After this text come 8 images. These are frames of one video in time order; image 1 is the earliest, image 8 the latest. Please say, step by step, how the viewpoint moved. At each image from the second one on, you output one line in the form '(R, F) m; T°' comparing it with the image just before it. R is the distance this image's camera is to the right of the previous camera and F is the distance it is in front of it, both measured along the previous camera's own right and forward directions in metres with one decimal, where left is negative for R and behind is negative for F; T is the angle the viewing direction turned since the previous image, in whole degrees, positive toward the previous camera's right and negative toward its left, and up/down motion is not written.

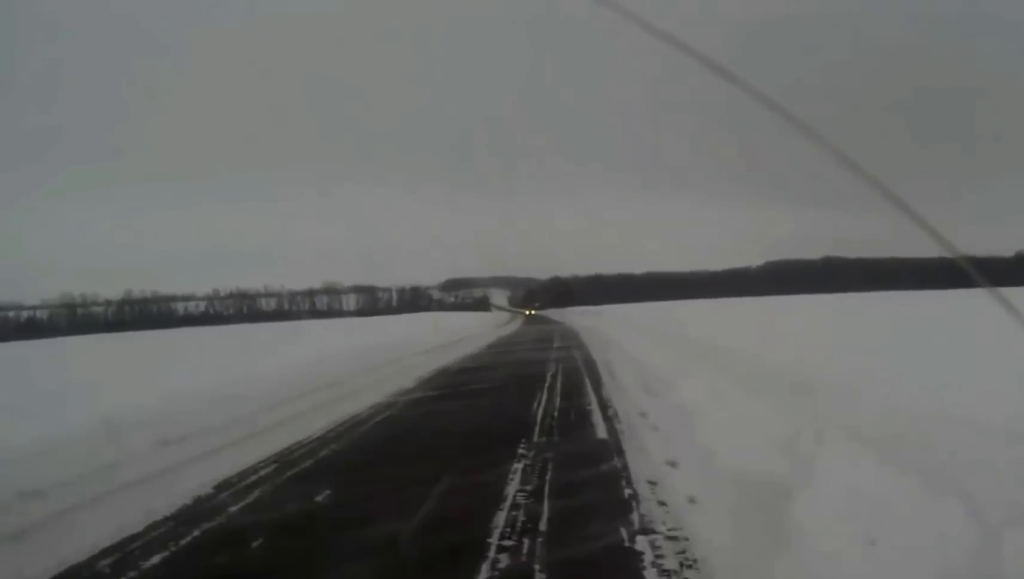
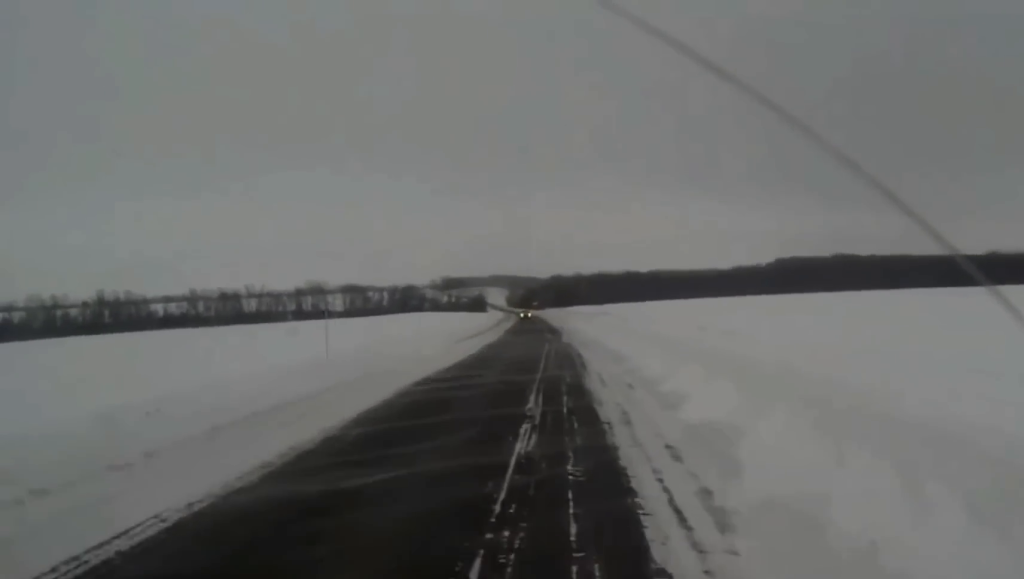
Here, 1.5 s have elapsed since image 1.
(-0.1, +29.5) m; 0°
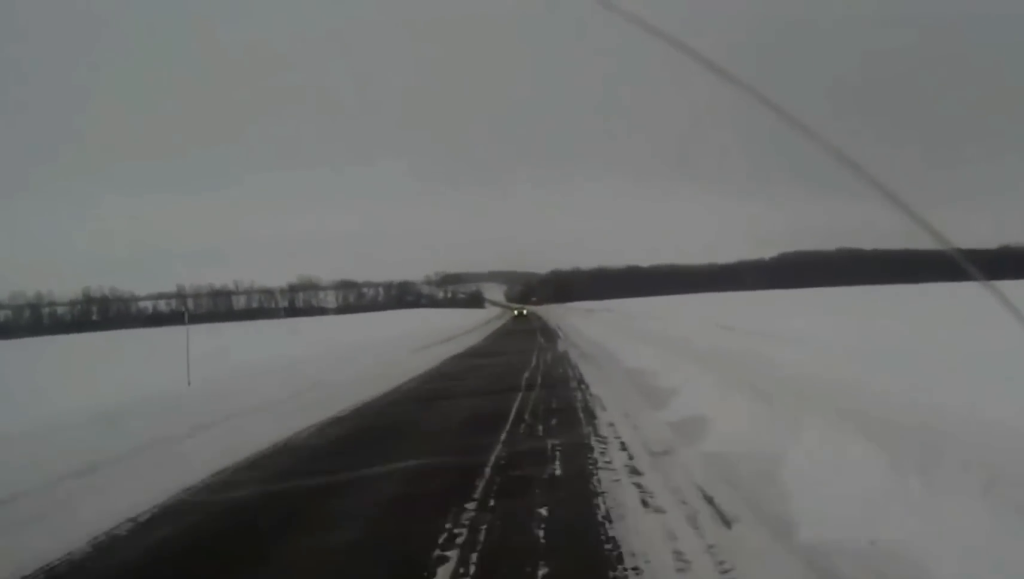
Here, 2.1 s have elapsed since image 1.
(0.0, +11.9) m; 0°
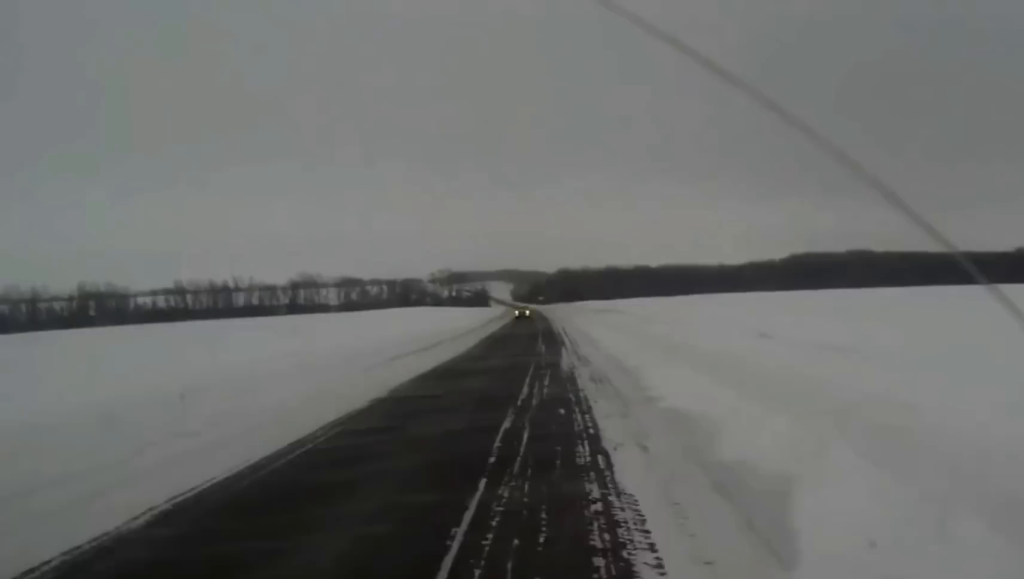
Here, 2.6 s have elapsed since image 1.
(0.0, +9.5) m; 0°
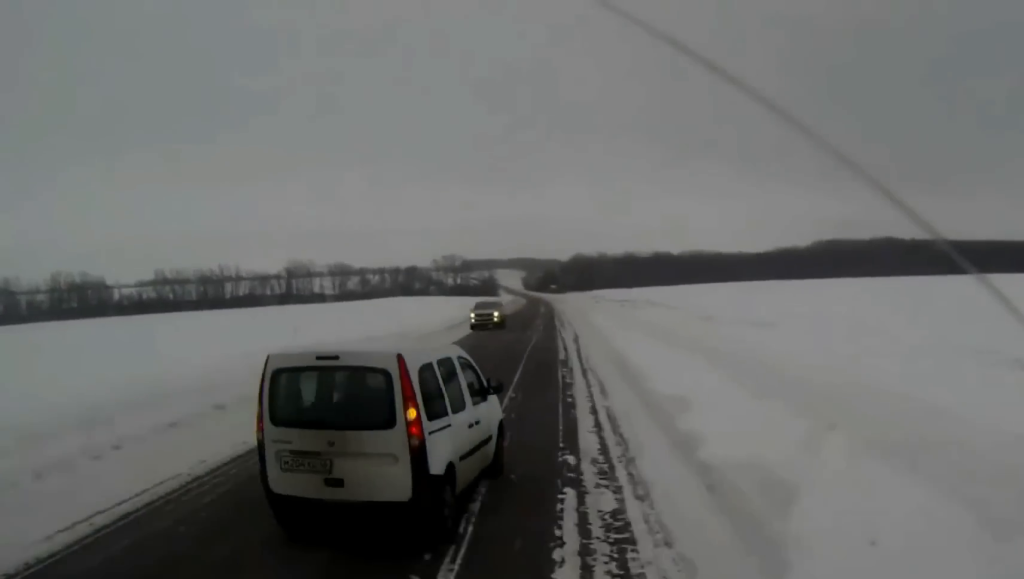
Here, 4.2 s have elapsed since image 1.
(-0.2, +31.2) m; -1°
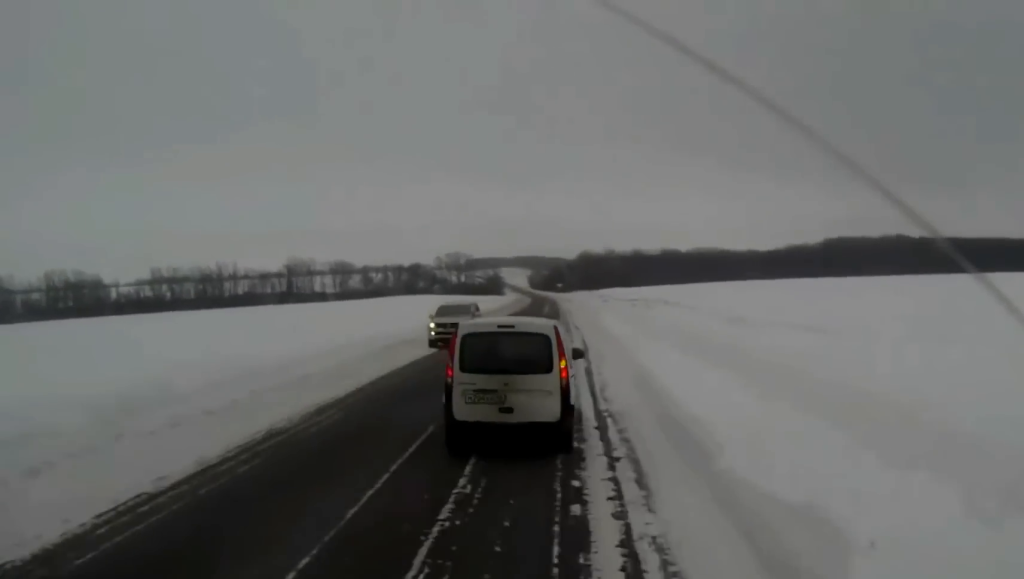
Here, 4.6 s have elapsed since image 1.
(0.0, +9.1) m; 0°
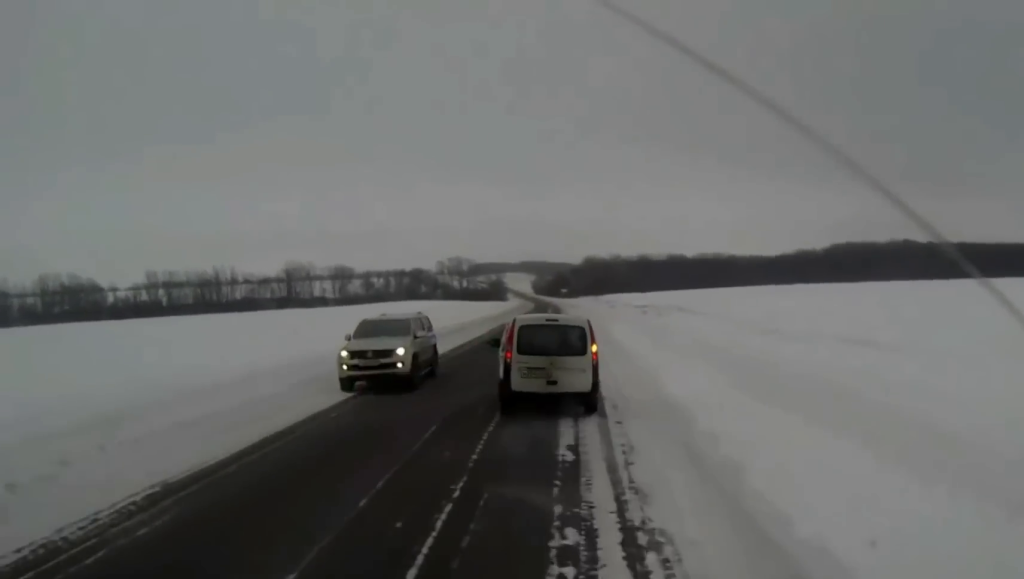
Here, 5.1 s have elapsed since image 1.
(-0.1, +7.8) m; 0°
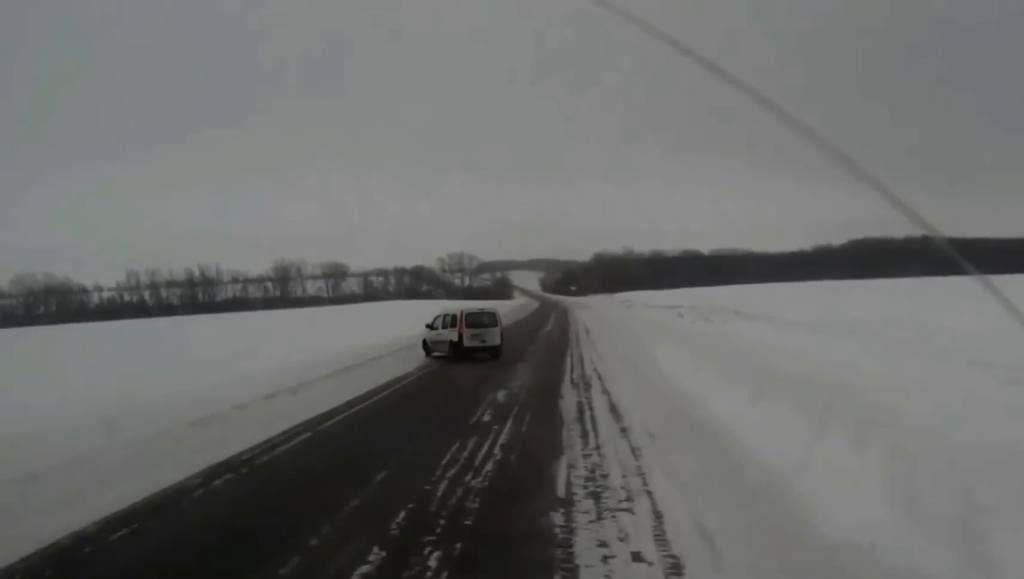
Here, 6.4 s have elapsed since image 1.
(-0.2, +22.0) m; -1°
